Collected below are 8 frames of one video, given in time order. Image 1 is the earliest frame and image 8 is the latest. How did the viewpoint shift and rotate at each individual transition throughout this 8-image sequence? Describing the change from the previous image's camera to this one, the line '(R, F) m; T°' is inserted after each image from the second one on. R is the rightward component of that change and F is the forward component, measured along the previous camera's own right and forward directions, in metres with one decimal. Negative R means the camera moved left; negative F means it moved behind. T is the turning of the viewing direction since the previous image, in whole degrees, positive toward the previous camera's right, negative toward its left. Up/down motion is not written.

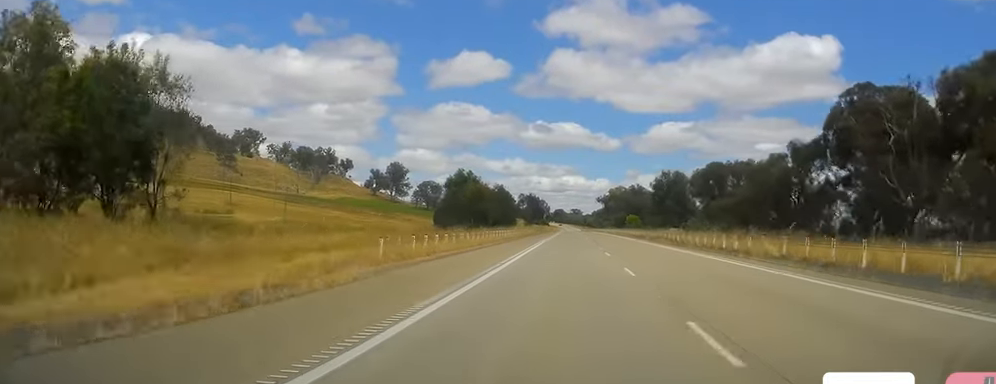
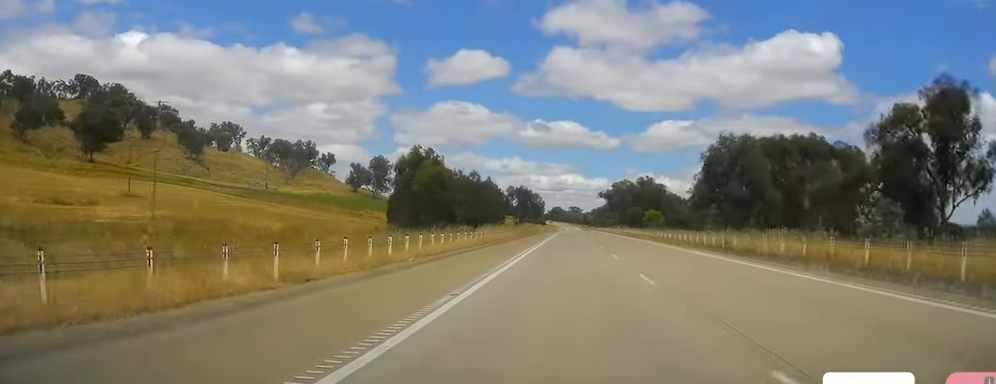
(-0.1, +39.5) m; -1°
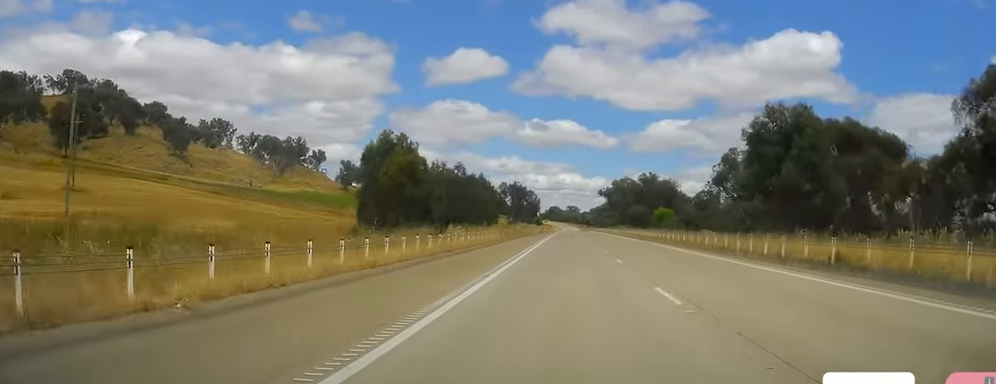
(-0.3, +15.5) m; 0°
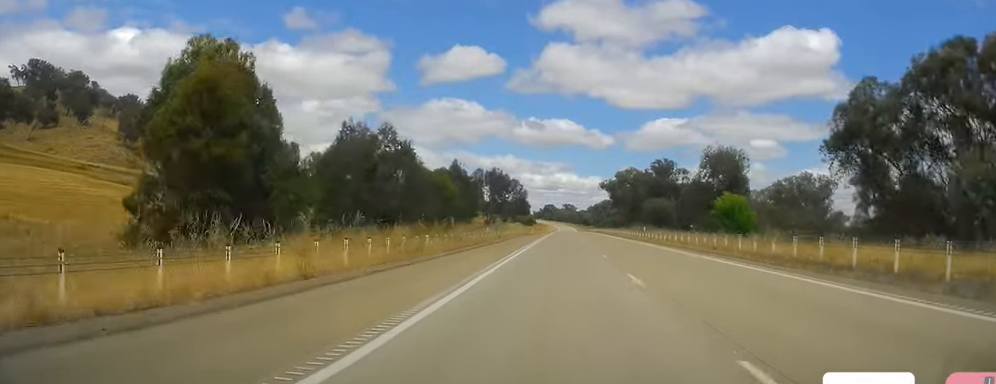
(+0.4, +44.3) m; +1°
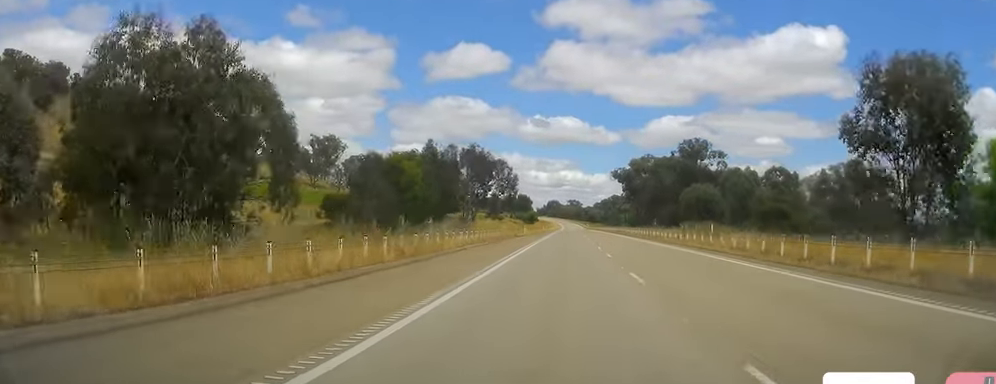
(-0.4, +38.3) m; -1°
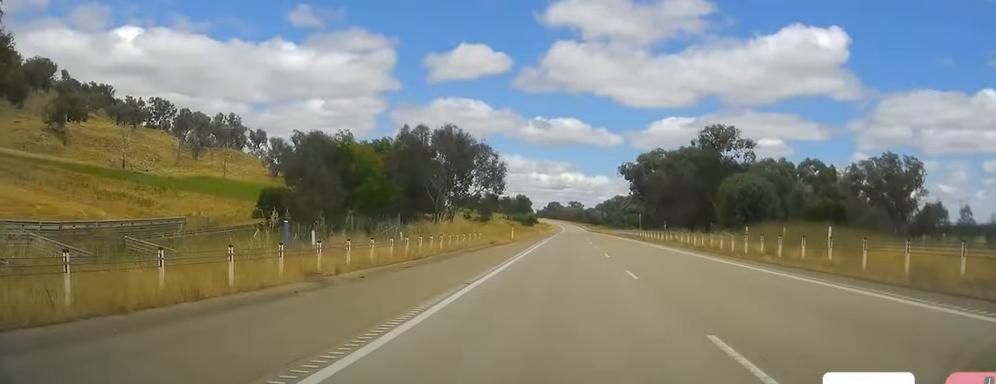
(-0.2, +22.0) m; 0°
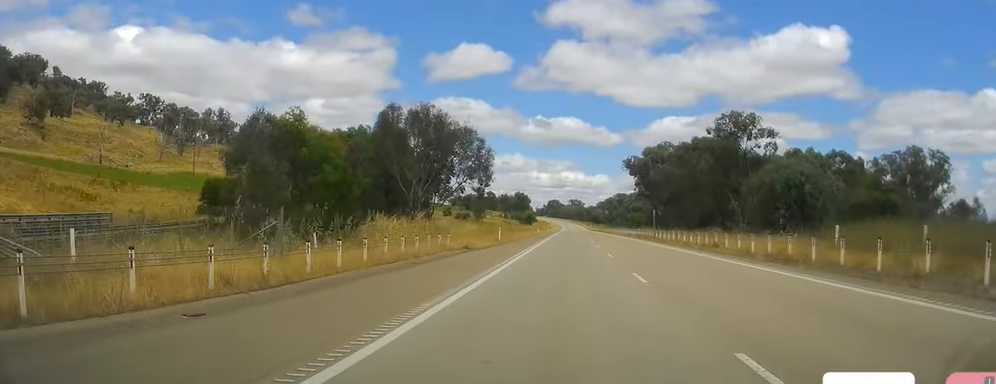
(+0.2, +13.3) m; +1°
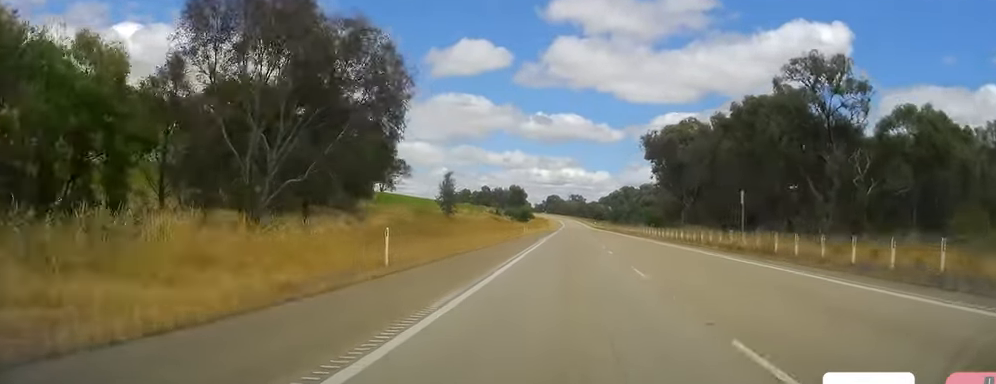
(+0.2, +35.5) m; -1°
